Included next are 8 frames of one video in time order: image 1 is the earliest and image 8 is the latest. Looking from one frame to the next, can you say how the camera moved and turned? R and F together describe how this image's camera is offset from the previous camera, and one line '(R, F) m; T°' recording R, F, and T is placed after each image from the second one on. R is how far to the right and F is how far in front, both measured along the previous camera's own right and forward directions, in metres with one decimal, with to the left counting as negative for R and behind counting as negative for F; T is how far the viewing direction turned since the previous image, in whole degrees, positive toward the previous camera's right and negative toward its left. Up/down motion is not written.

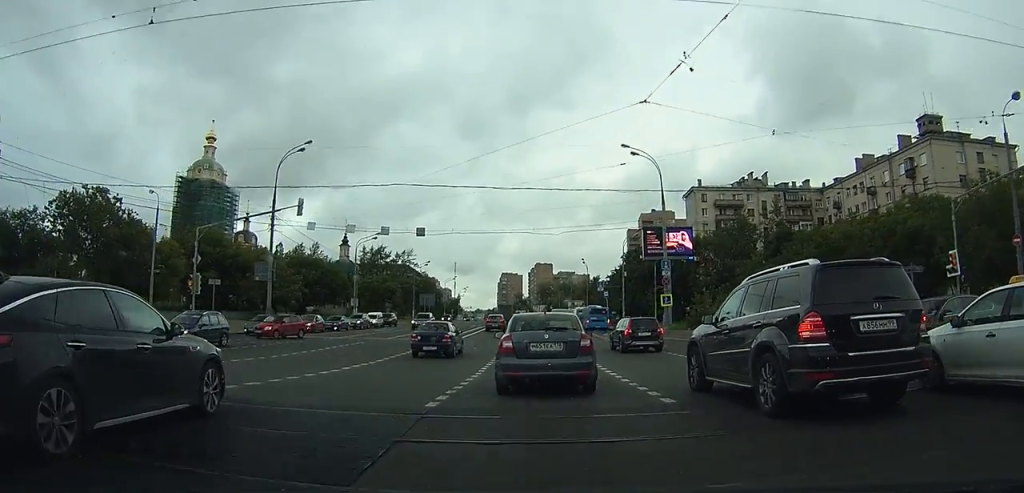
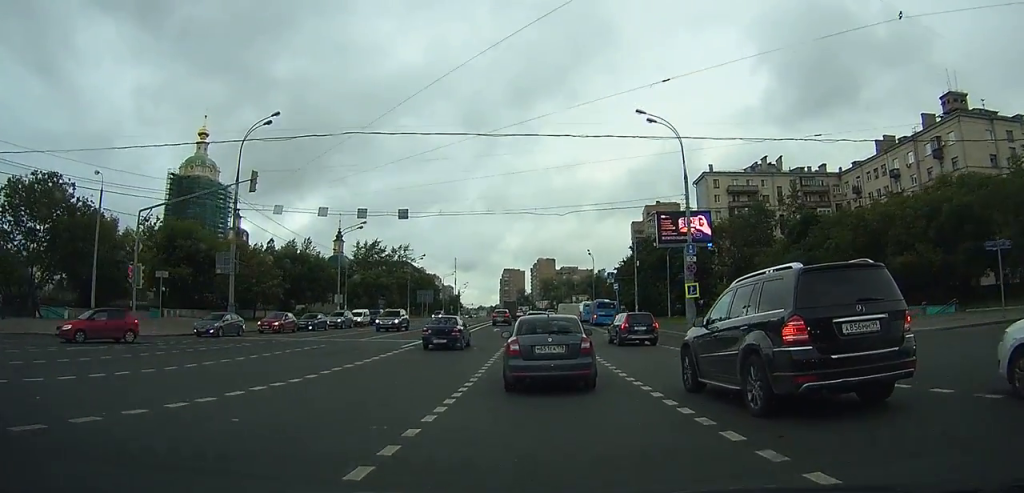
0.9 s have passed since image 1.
(0.0, +6.9) m; 0°
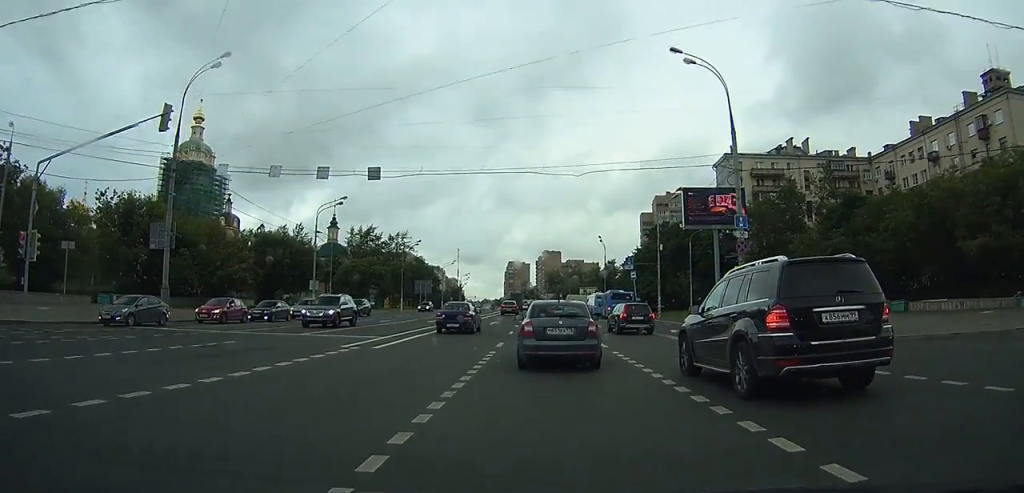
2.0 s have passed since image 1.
(0.0, +9.0) m; -1°
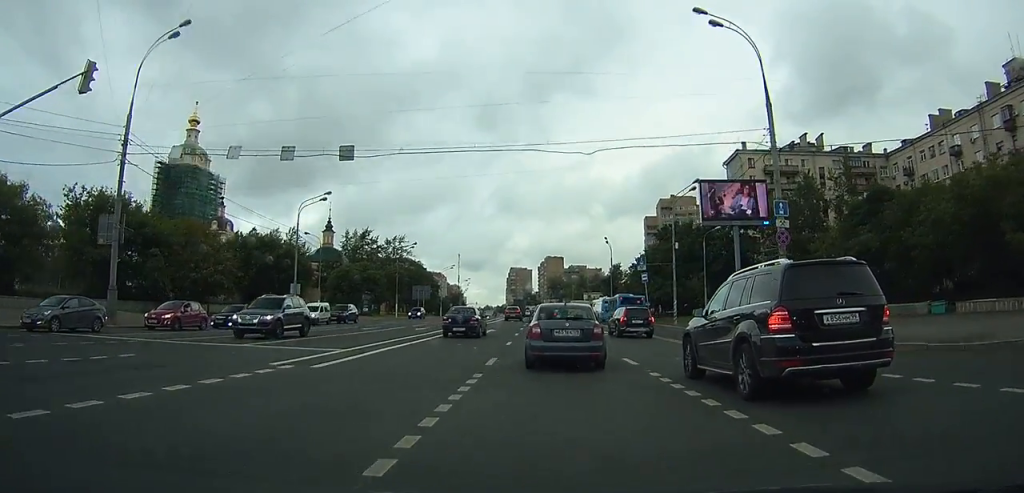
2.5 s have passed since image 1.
(0.0, +5.0) m; 0°
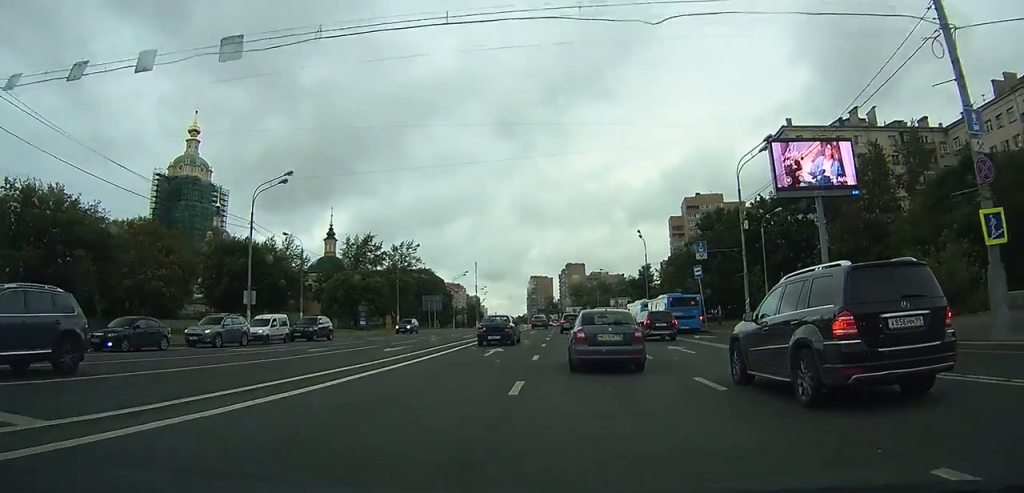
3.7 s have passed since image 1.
(-0.1, +11.8) m; -1°
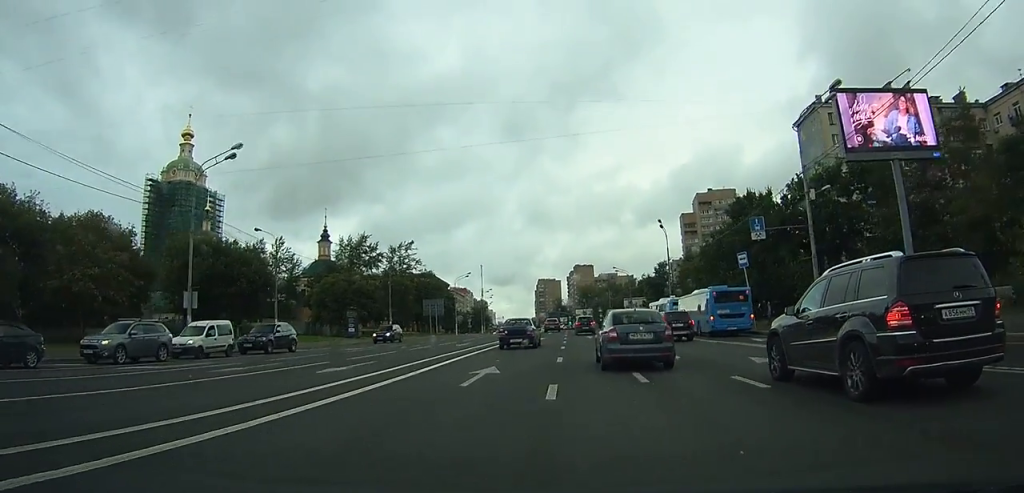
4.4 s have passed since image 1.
(-0.1, +8.3) m; 0°
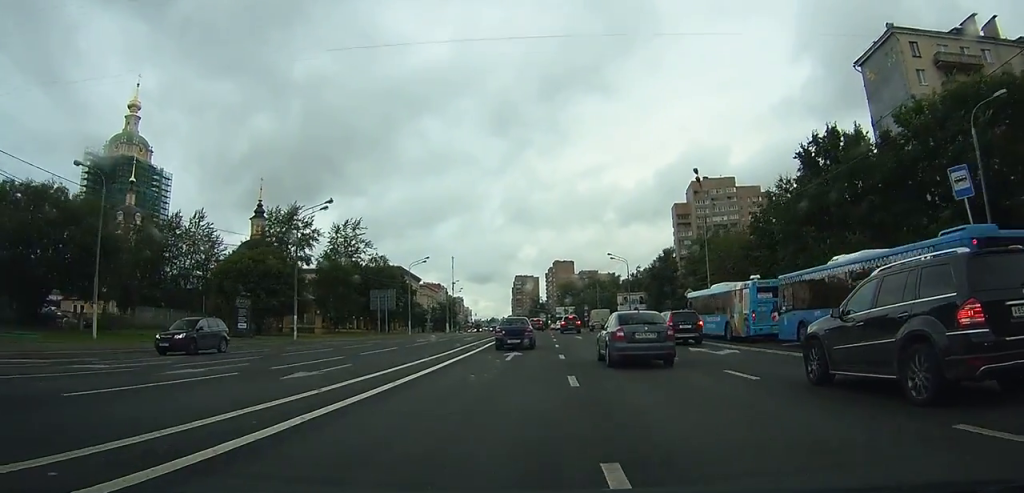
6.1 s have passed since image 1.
(+0.4, +22.1) m; +2°
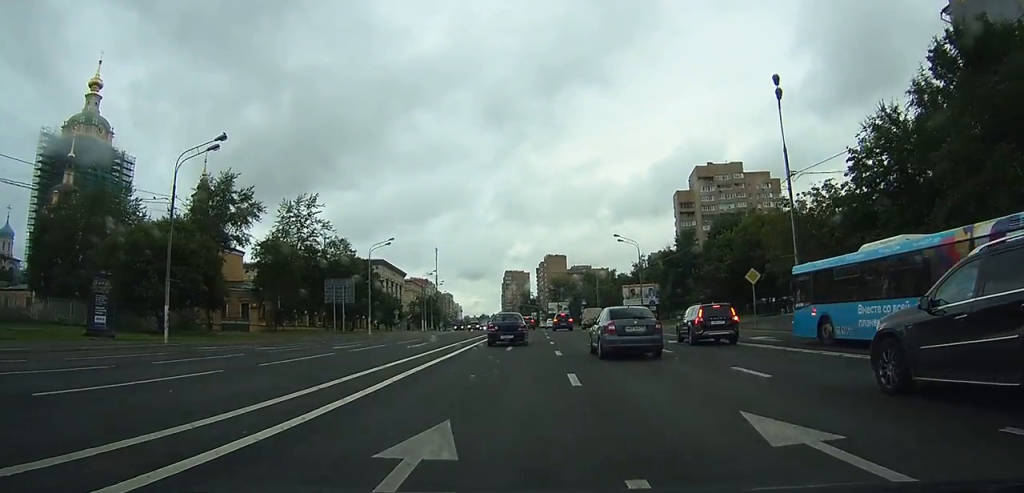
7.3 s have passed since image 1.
(+0.2, +17.0) m; +1°
